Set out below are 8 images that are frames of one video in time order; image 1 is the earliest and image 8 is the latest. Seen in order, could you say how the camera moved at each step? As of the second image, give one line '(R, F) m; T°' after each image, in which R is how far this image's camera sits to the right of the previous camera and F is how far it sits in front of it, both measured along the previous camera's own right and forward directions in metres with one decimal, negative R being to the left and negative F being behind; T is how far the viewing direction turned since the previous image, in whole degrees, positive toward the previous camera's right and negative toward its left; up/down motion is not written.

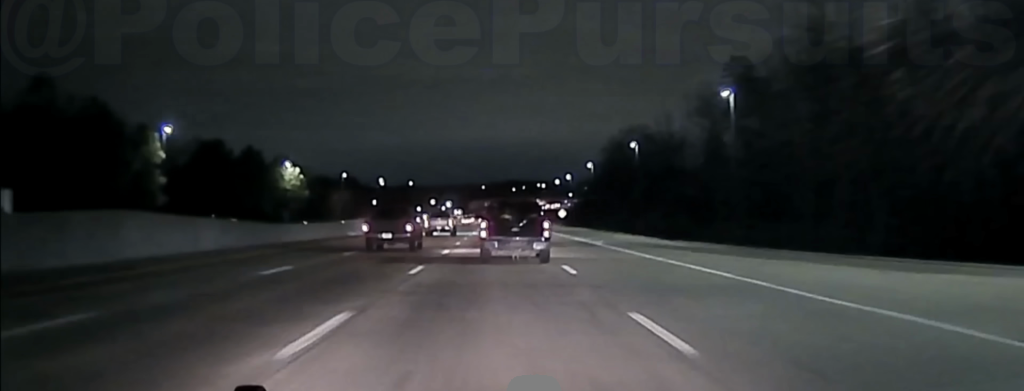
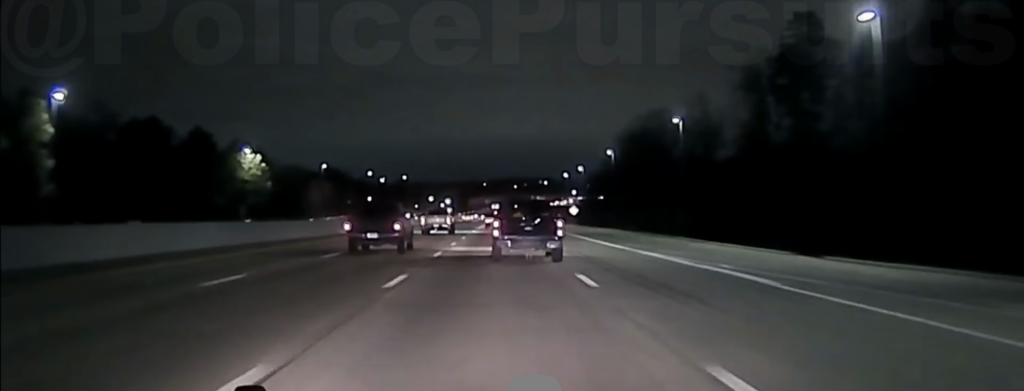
(0.0, +26.0) m; 0°
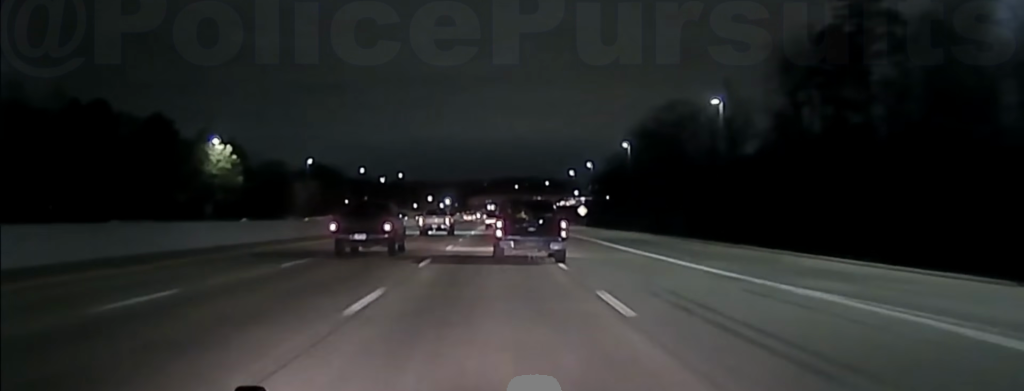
(-0.1, +14.5) m; 0°
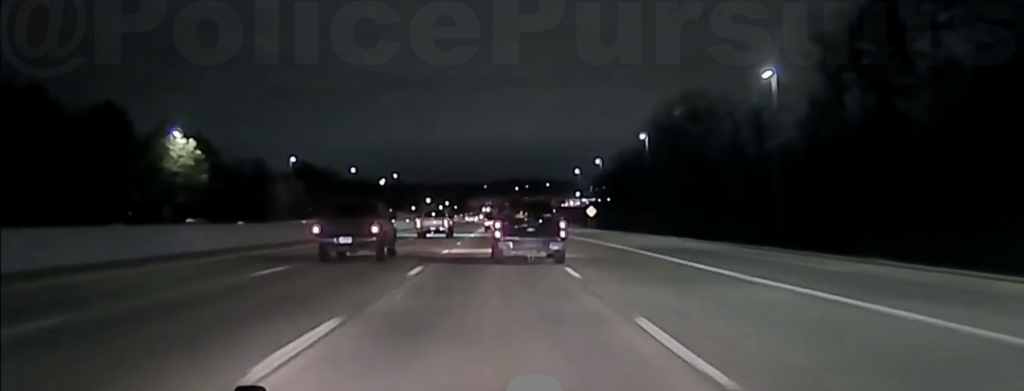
(0.0, +13.5) m; 0°
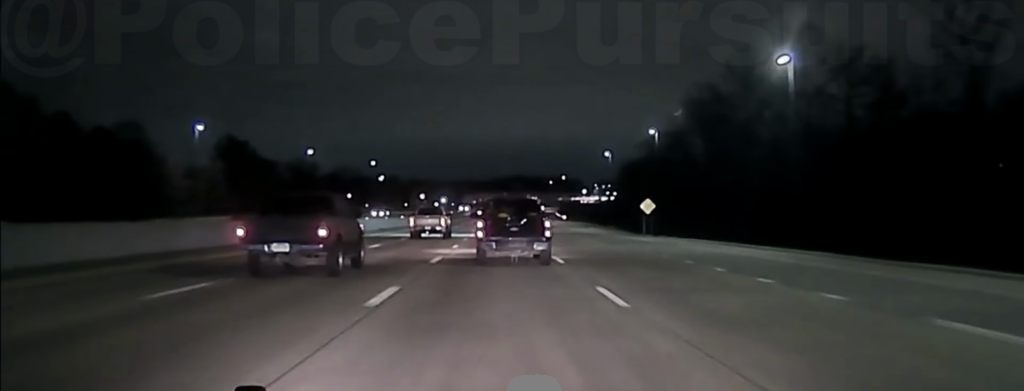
(+0.2, +55.2) m; +1°
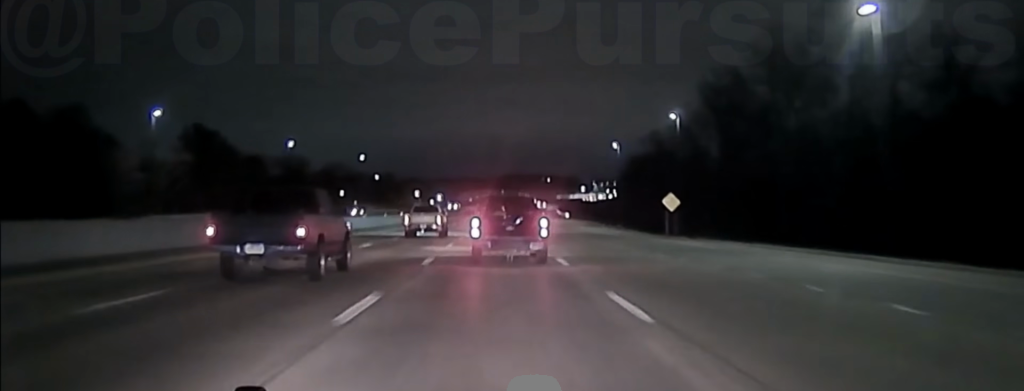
(+0.1, +15.2) m; 0°
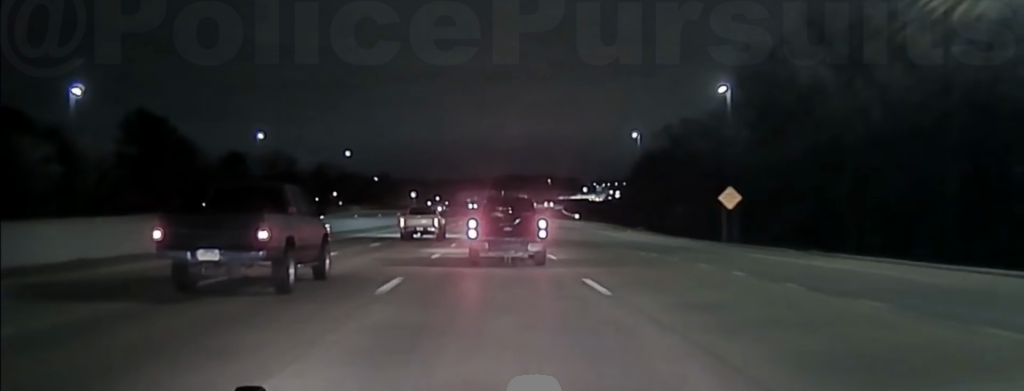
(0.0, +23.2) m; 0°
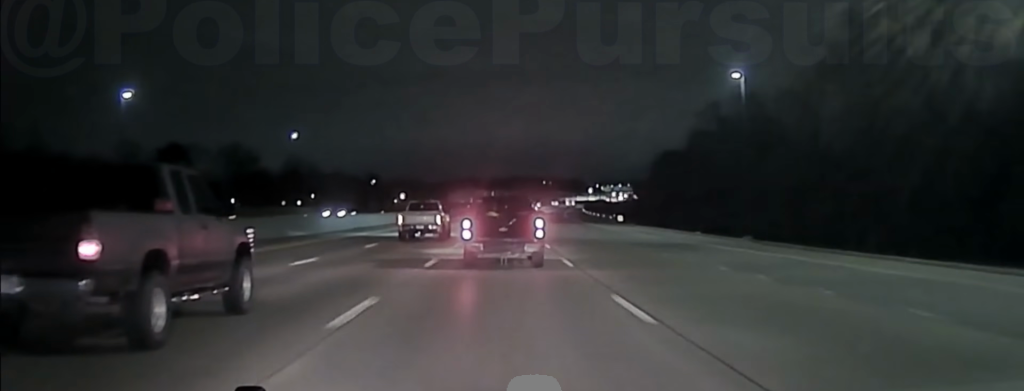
(0.0, +60.0) m; 0°
